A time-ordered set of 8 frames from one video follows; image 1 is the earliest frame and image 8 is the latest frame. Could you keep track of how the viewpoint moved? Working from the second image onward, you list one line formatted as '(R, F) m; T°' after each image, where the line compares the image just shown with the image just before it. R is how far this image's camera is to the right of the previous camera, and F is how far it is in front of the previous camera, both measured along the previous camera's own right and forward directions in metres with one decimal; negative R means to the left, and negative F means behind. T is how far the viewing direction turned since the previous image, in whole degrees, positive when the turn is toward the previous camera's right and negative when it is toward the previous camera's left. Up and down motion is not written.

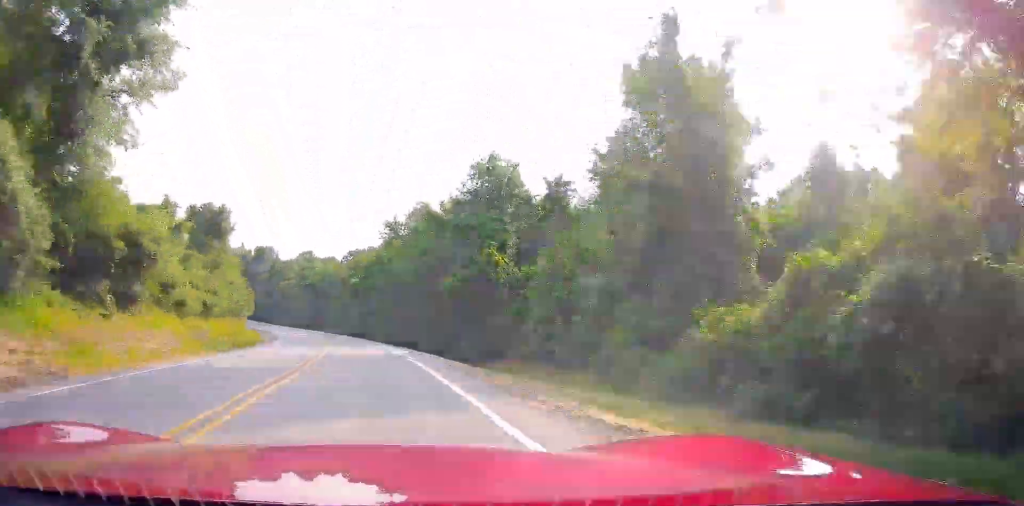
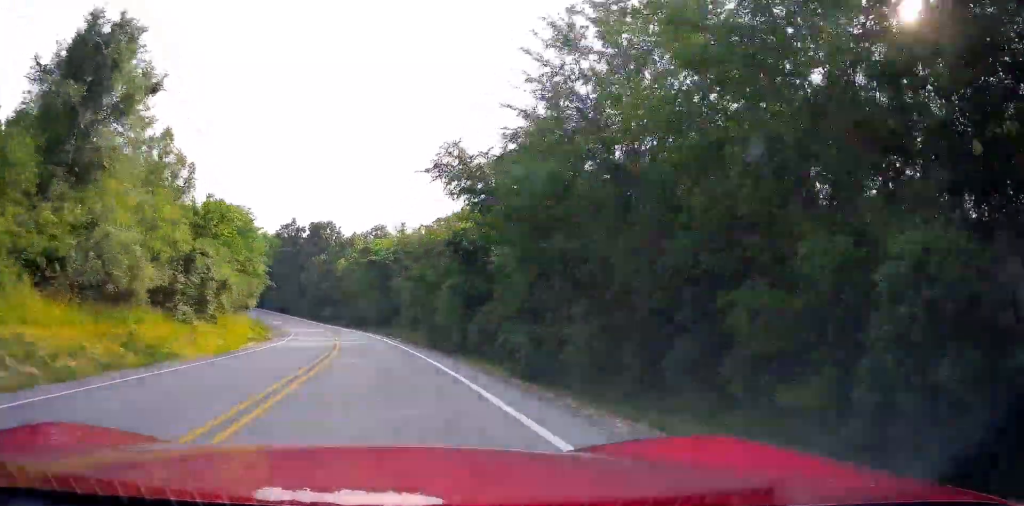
(-2.3, +45.1) m; -7°
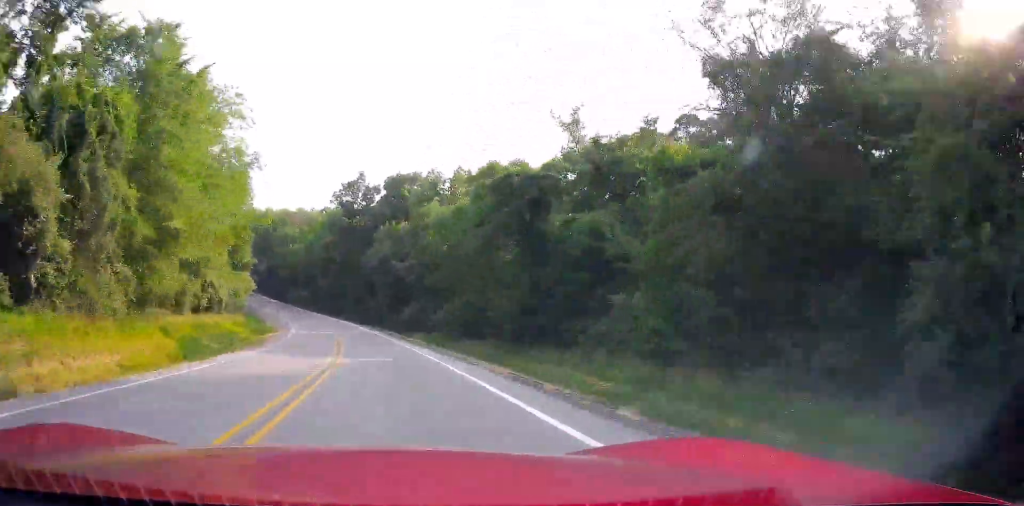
(-4.1, +51.5) m; -9°
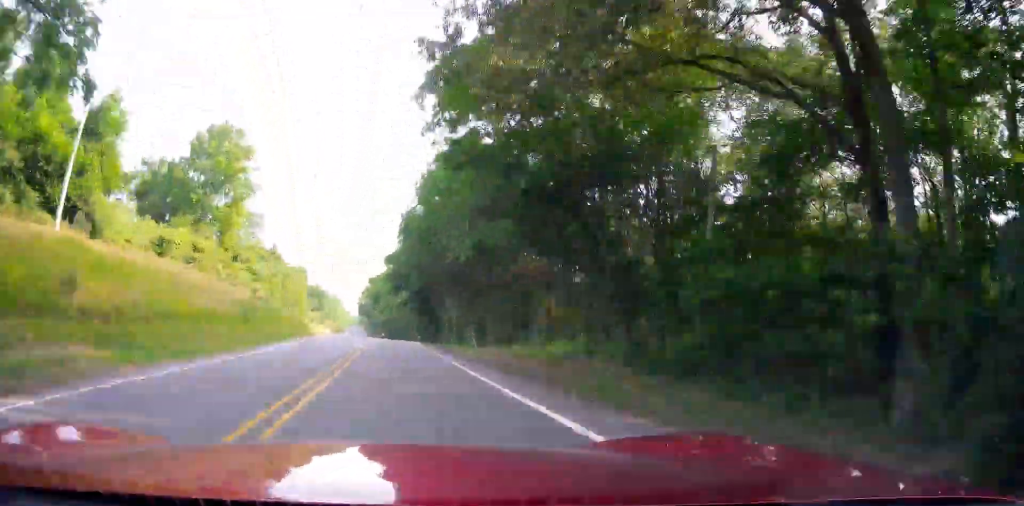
(-34.6, +137.0) m; -28°
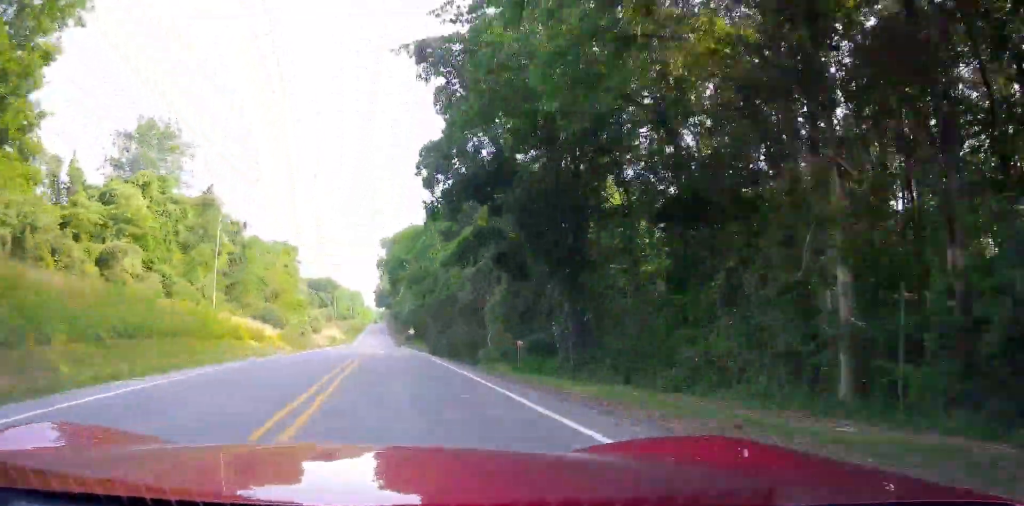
(-3.4, +52.6) m; -5°
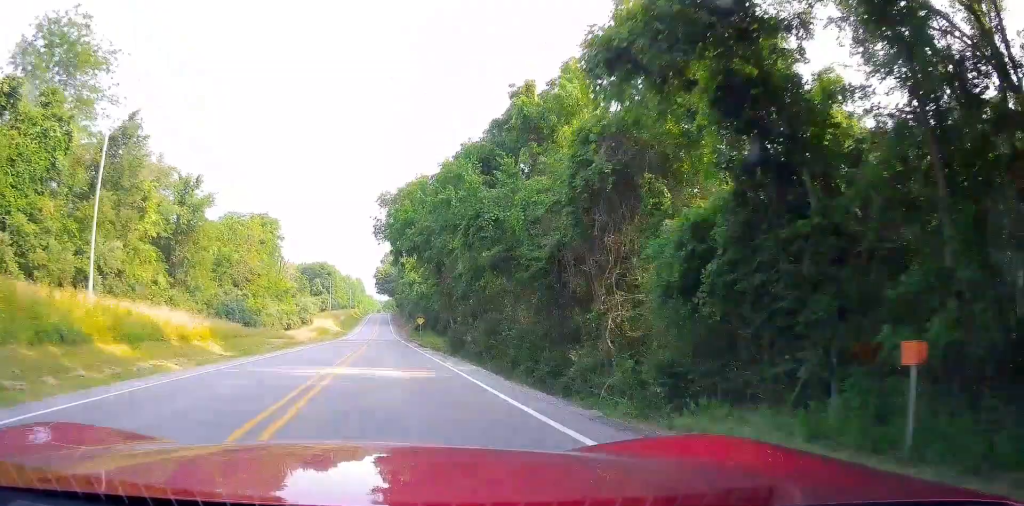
(-0.5, +22.2) m; -1°
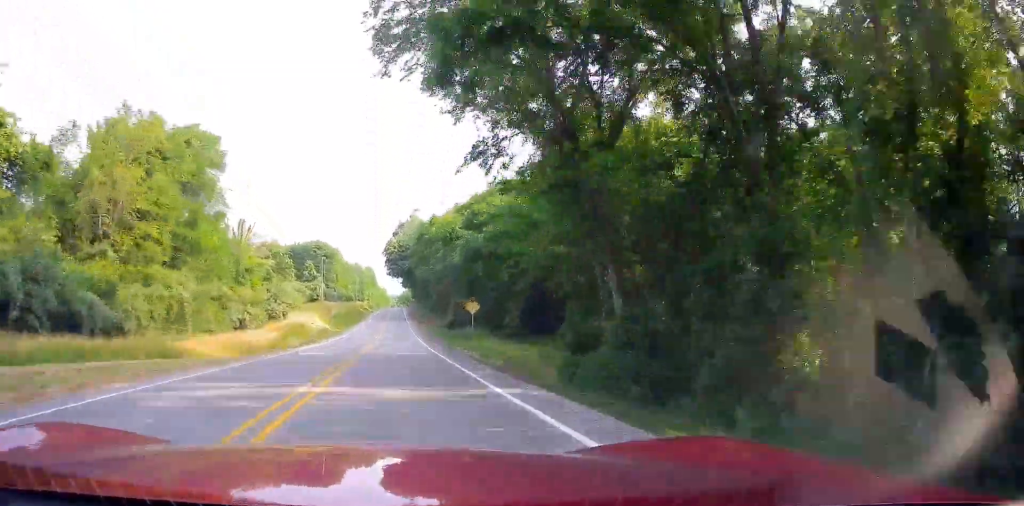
(-0.9, +43.0) m; -2°
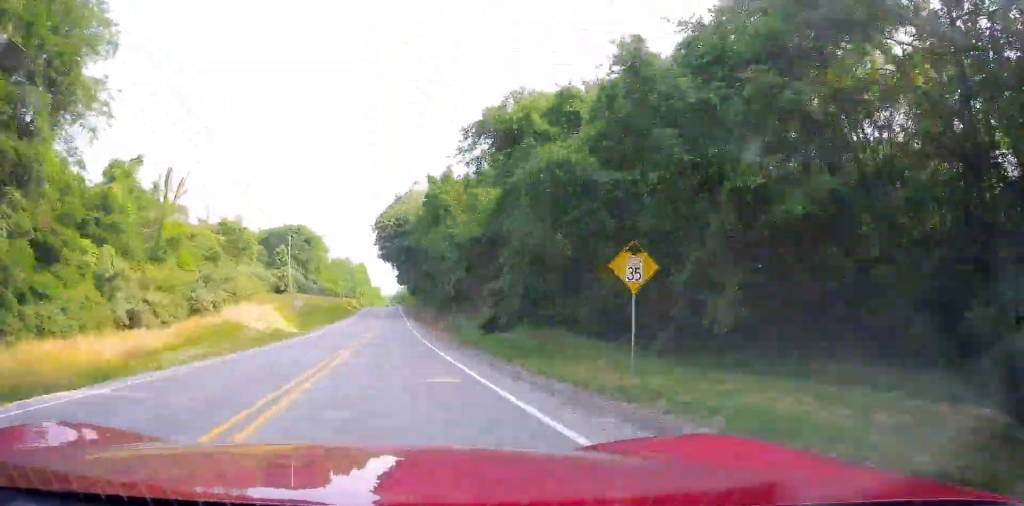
(-0.6, +28.4) m; -1°
